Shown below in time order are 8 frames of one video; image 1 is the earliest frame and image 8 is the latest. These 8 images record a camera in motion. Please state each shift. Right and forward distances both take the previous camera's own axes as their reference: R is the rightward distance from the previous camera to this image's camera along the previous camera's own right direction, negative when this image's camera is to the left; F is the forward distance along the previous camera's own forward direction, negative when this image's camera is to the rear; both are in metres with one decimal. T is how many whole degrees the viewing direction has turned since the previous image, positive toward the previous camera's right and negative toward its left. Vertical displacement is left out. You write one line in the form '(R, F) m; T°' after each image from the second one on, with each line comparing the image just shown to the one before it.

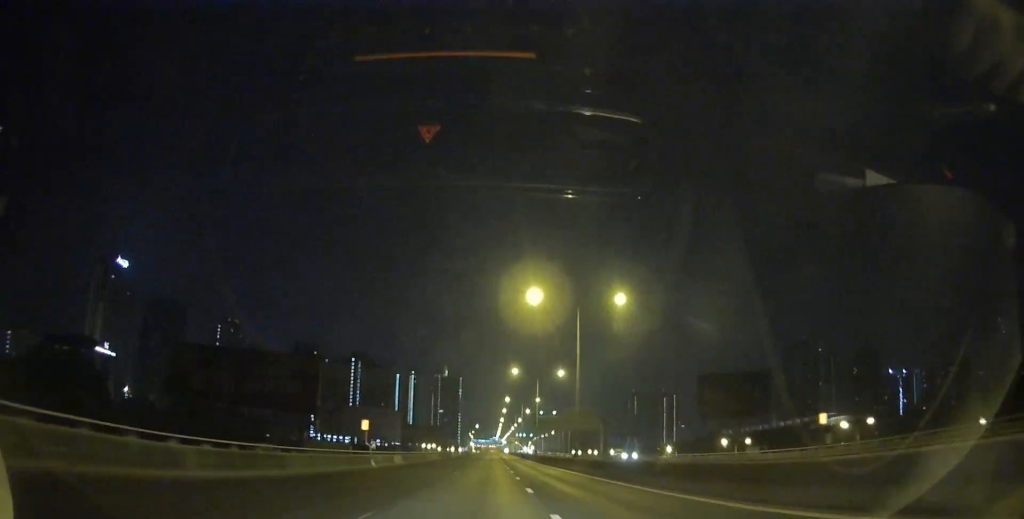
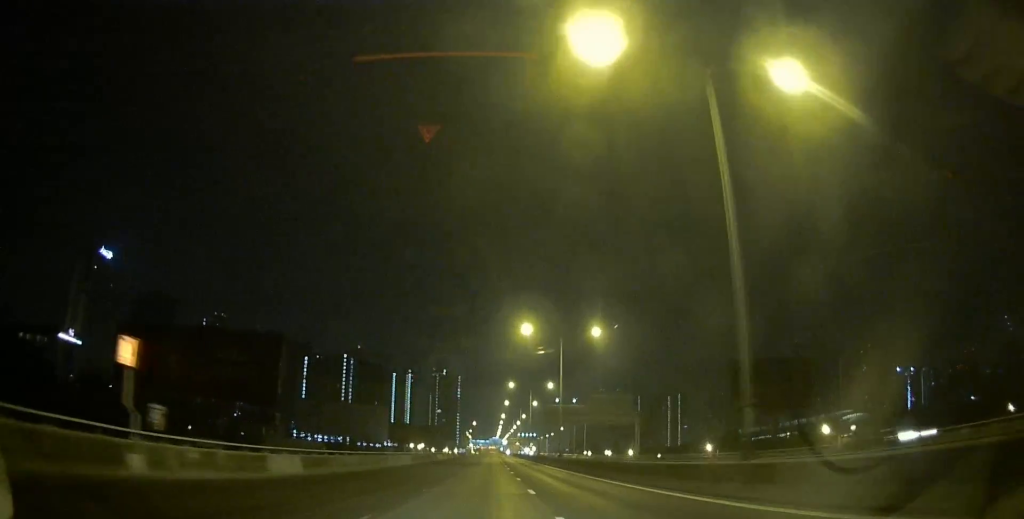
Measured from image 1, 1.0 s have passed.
(+0.1, +27.4) m; 0°
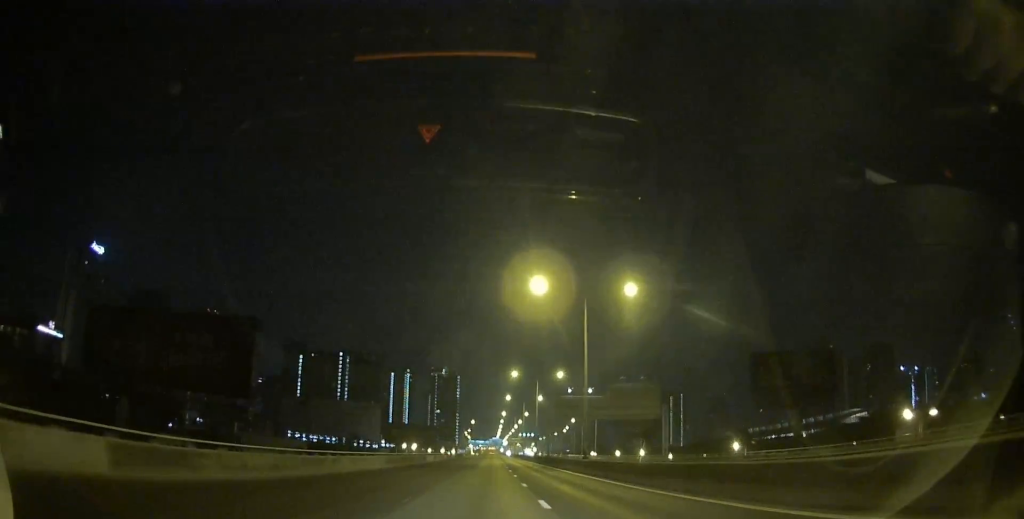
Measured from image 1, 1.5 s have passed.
(-0.1, +14.1) m; 0°
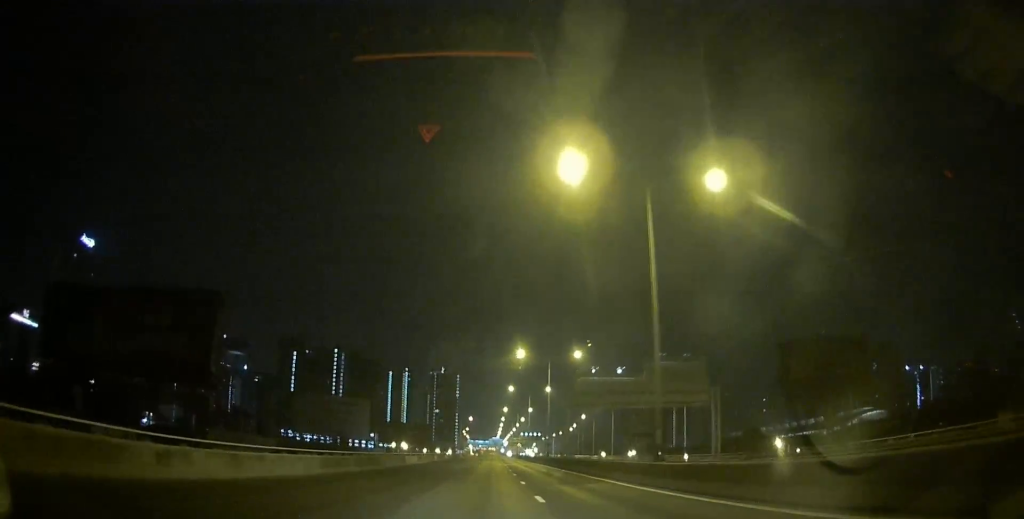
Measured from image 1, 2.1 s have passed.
(0.0, +16.4) m; 0°
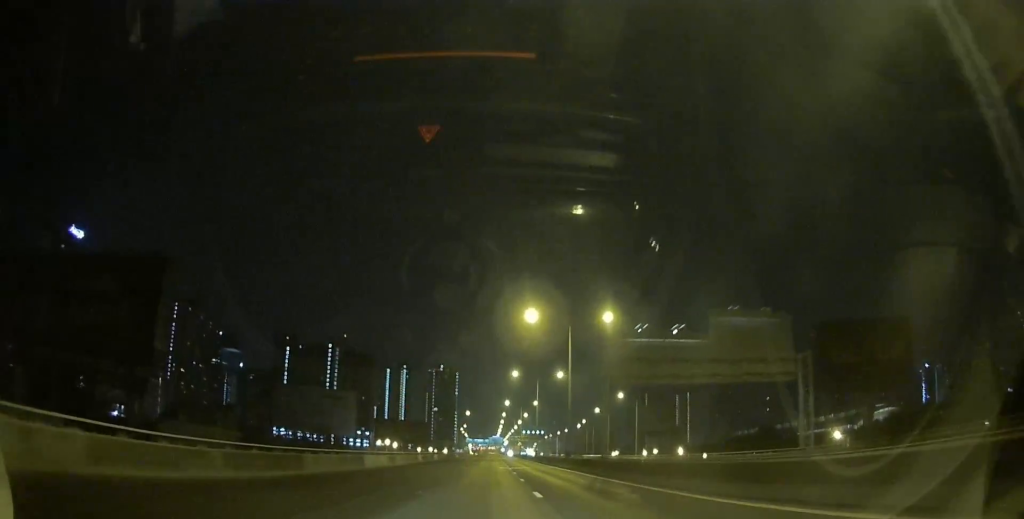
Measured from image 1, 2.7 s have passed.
(0.0, +17.0) m; 0°
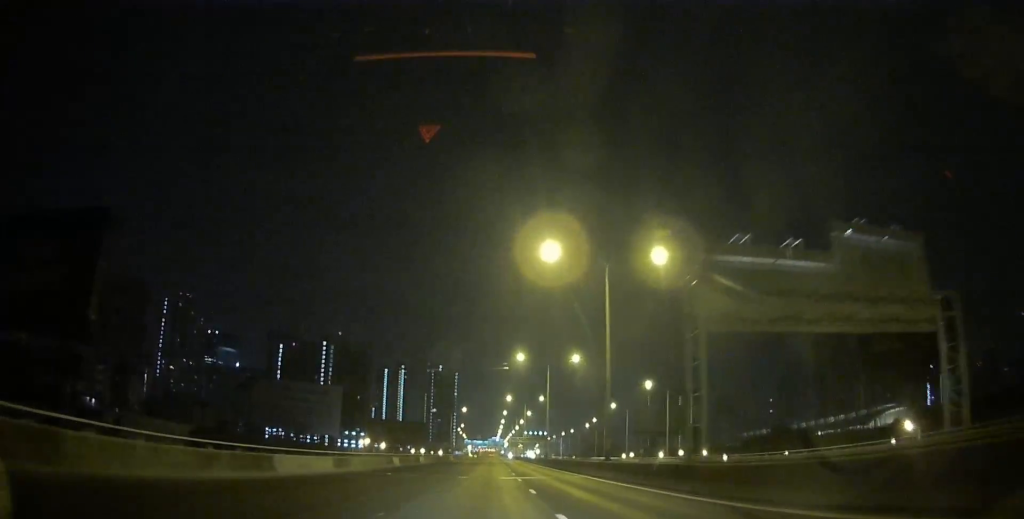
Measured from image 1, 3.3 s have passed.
(0.0, +15.1) m; 0°
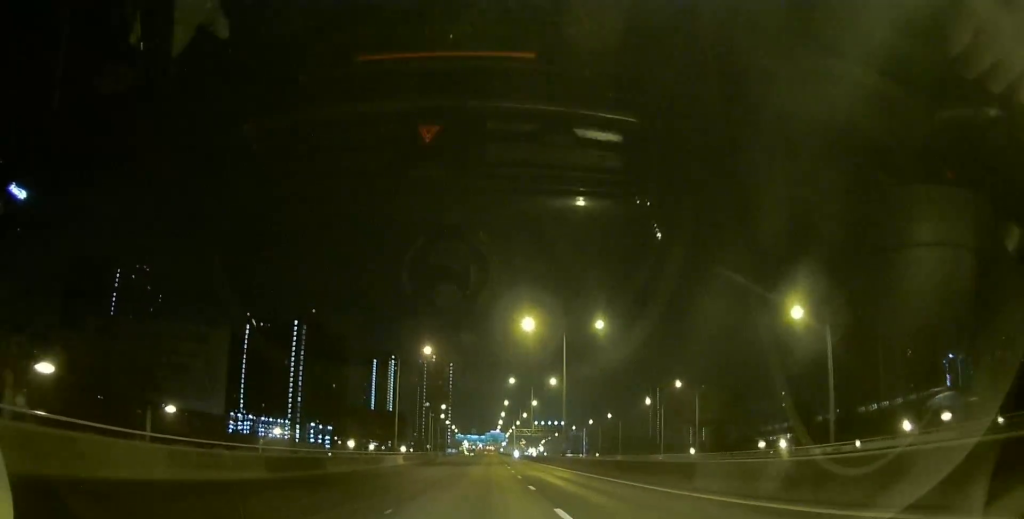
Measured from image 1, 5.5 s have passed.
(+0.3, +62.1) m; 0°
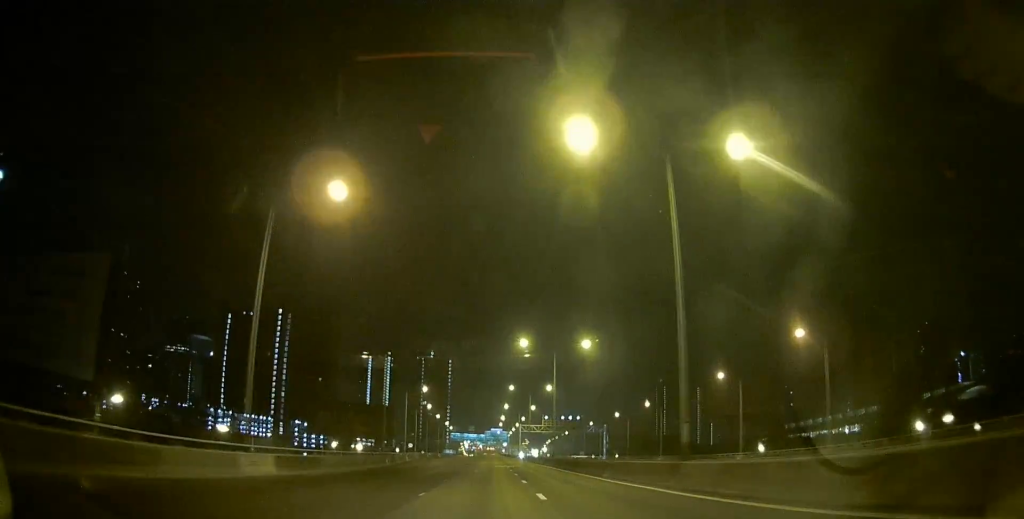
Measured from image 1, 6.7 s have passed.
(-0.1, +30.7) m; 0°
